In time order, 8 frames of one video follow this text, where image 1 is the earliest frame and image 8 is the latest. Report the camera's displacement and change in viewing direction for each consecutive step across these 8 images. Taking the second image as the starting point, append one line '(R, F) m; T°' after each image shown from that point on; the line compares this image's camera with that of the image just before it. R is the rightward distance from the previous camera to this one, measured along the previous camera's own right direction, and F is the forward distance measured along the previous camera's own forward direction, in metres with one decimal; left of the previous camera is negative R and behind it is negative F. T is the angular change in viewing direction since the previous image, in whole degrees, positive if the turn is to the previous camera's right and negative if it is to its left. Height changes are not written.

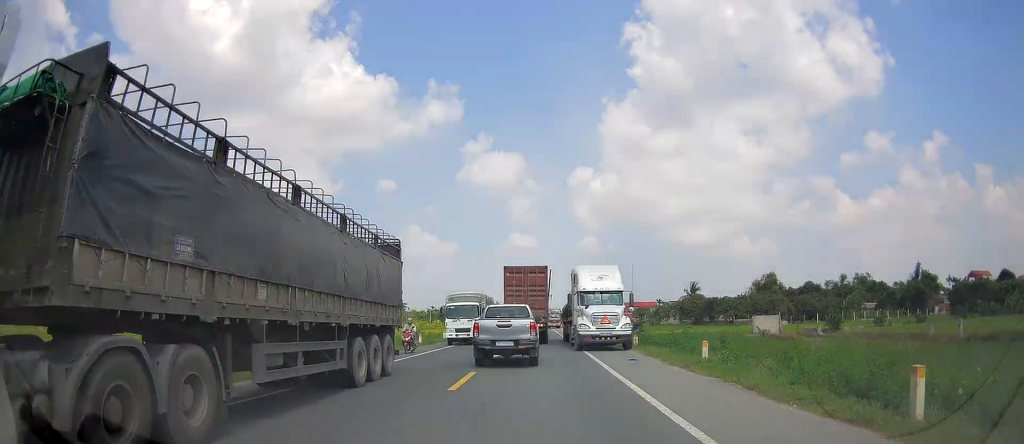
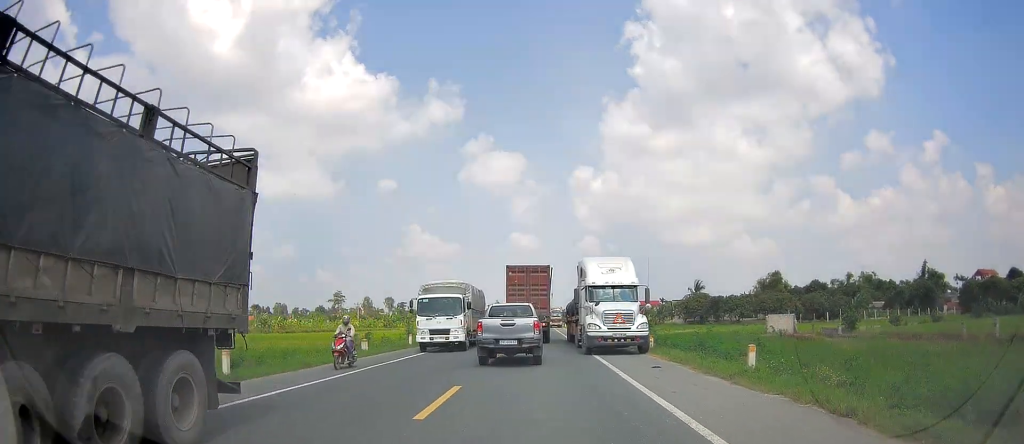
(0.0, +3.5) m; 0°
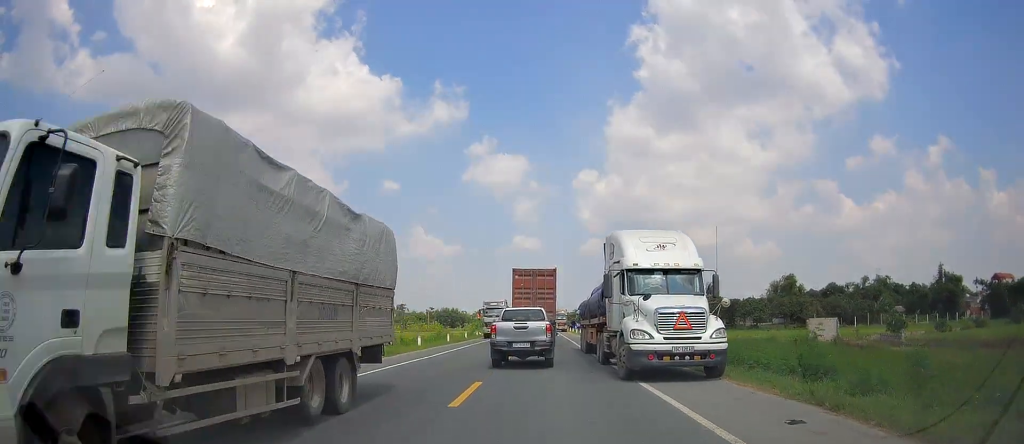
(-0.1, +8.6) m; 0°
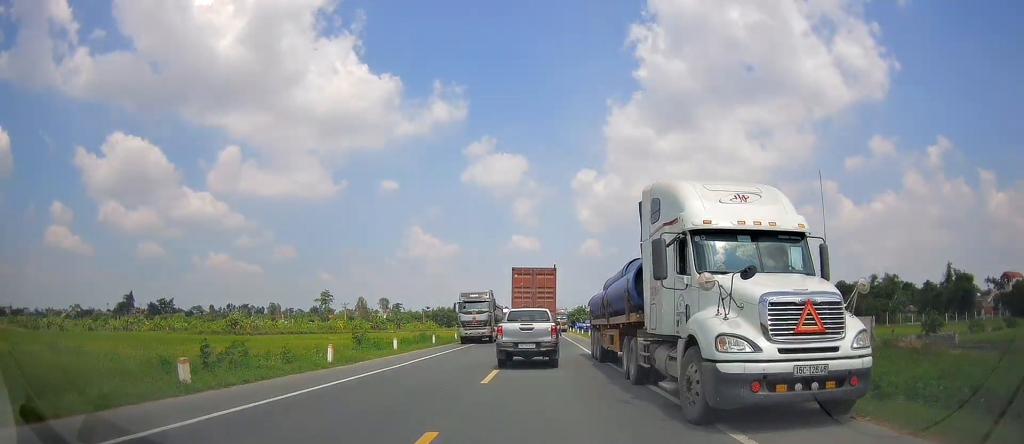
(0.0, +6.0) m; 0°
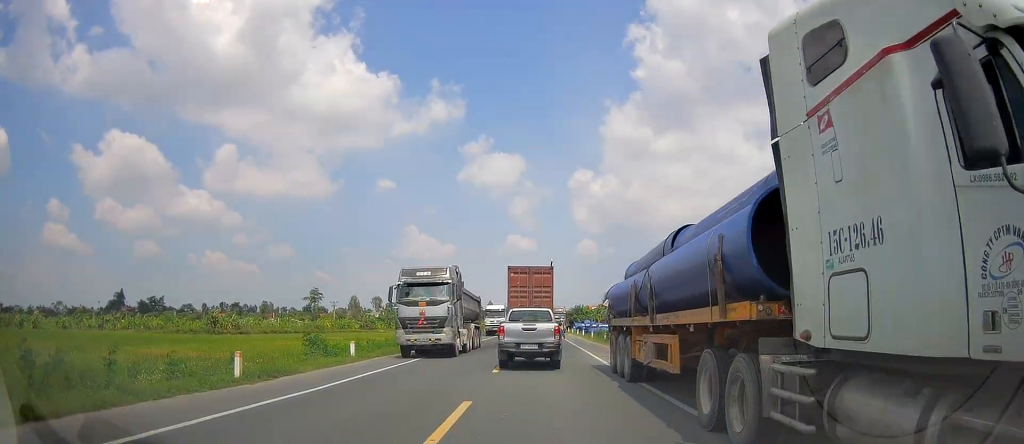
(0.0, +6.5) m; +1°
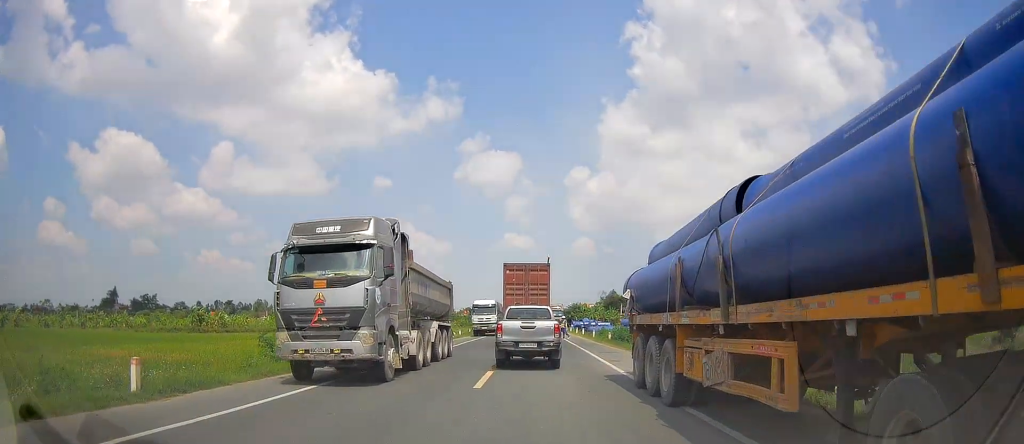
(0.0, +4.1) m; 0°
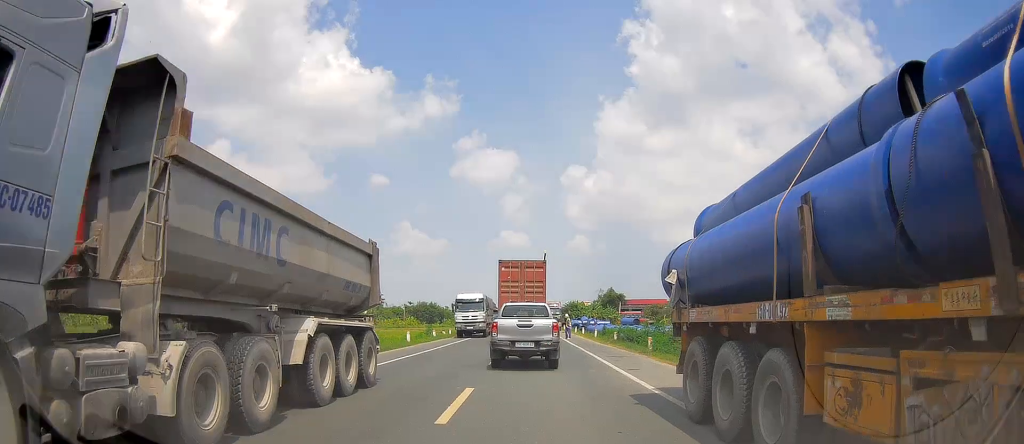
(0.0, +4.2) m; 0°
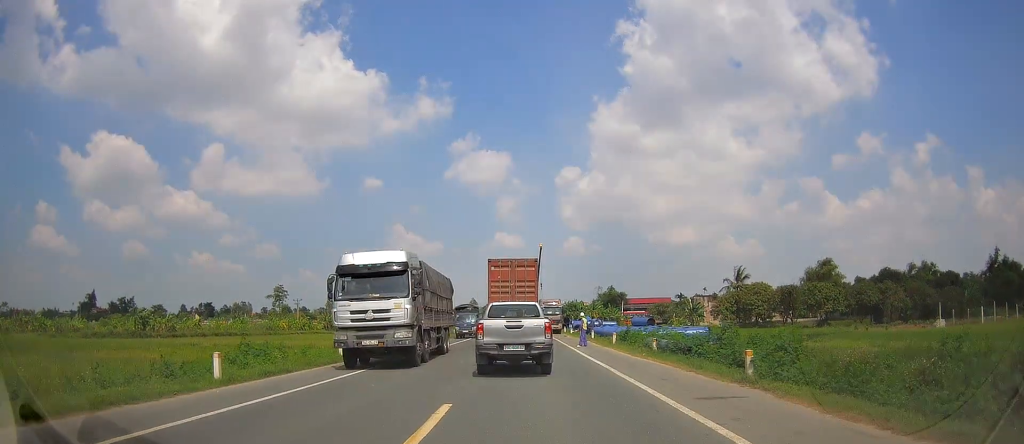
(+0.2, +12.0) m; +2°
